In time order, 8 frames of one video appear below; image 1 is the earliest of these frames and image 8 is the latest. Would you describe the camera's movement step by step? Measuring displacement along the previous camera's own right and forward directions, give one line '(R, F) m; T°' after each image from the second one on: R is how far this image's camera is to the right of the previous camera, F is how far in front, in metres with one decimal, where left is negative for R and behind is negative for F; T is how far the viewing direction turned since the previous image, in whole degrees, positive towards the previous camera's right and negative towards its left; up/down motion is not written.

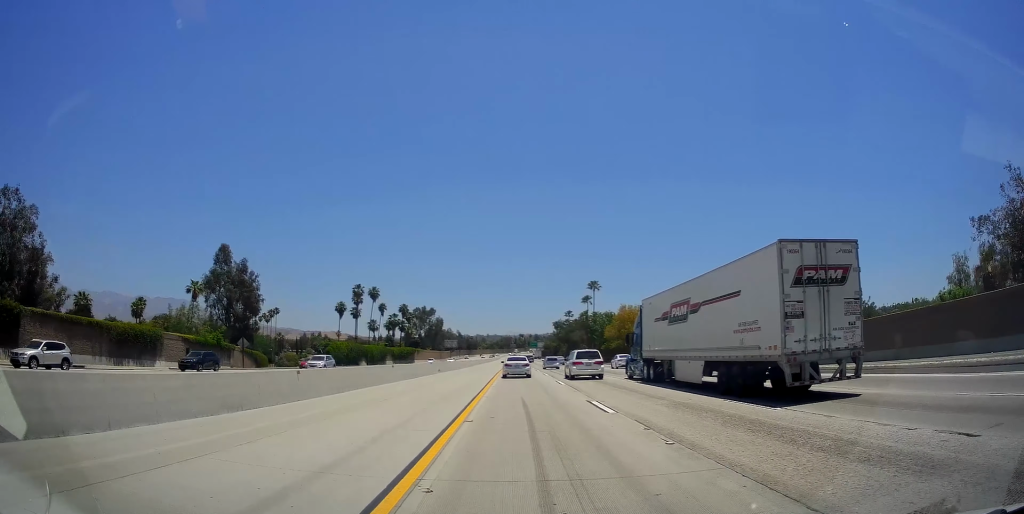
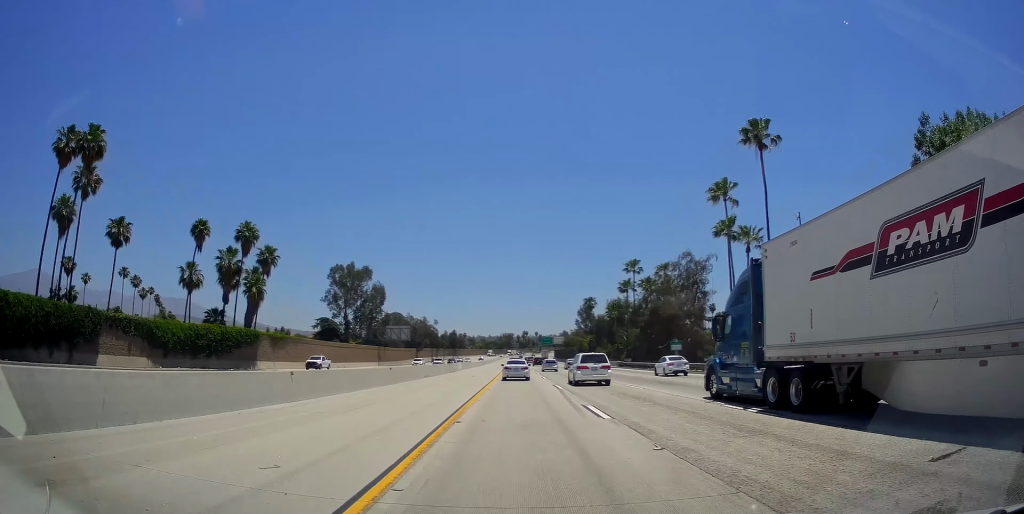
(0.0, +115.7) m; 0°
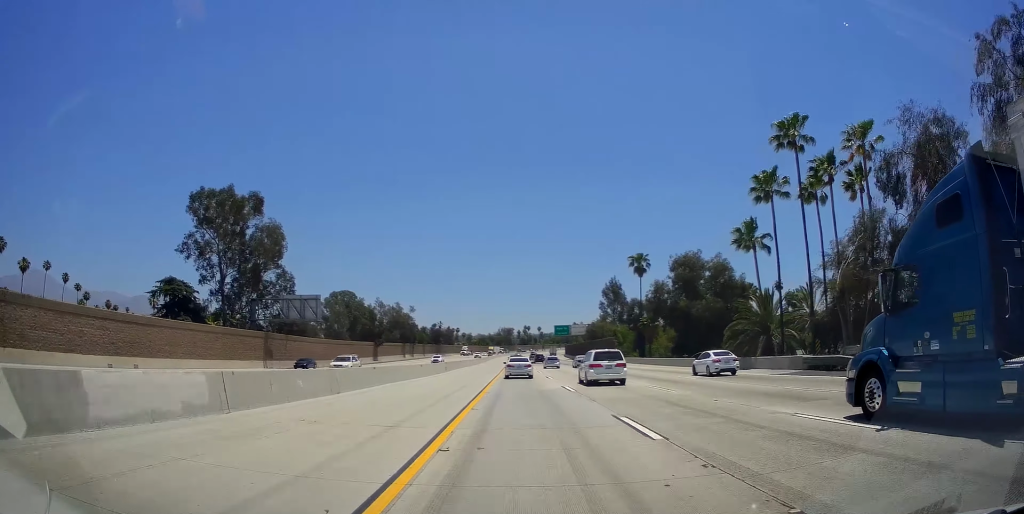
(+0.1, +64.4) m; 0°
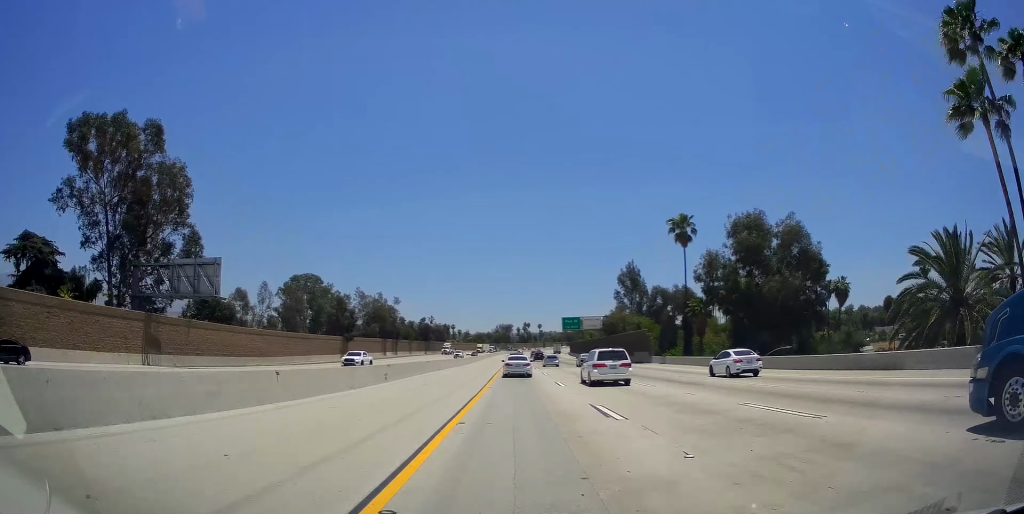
(-0.2, +25.4) m; 0°
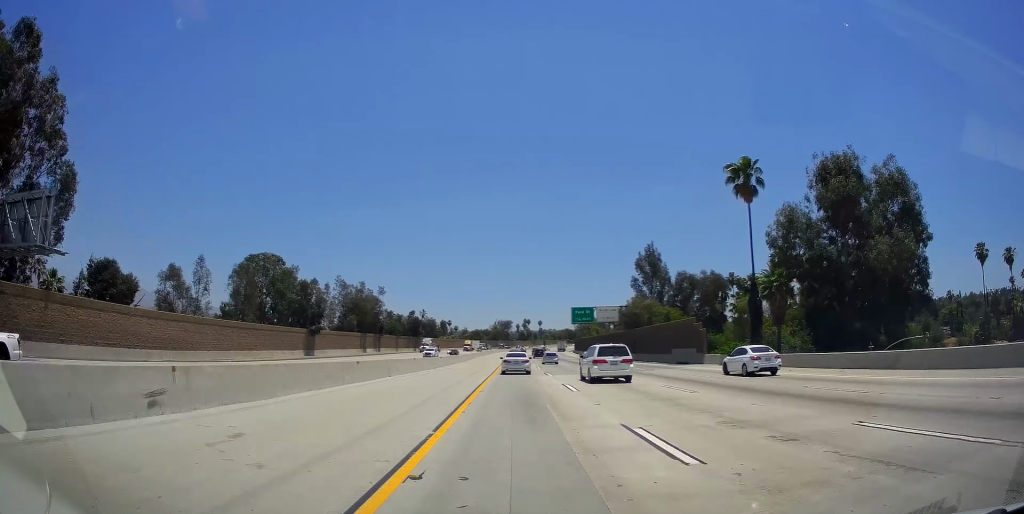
(0.0, +19.9) m; 0°
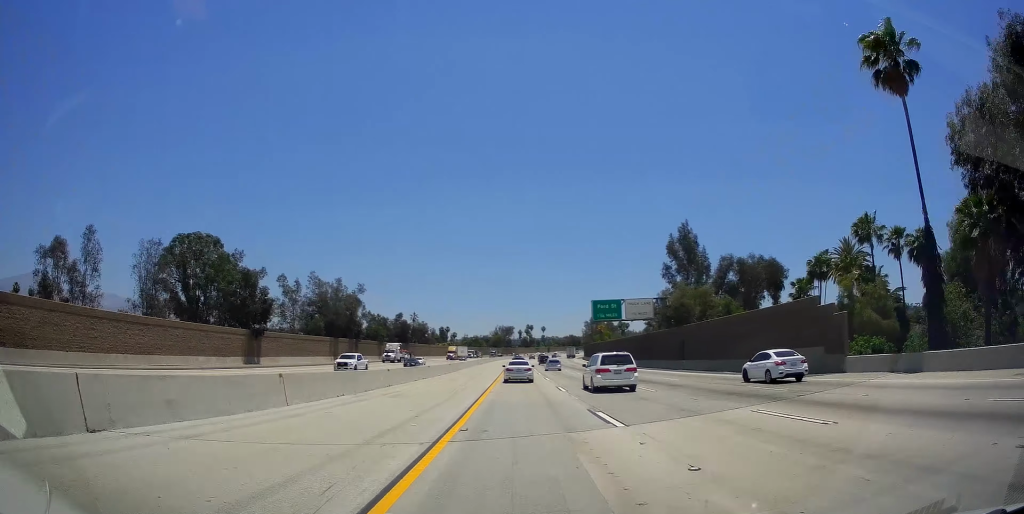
(0.0, +22.5) m; 0°
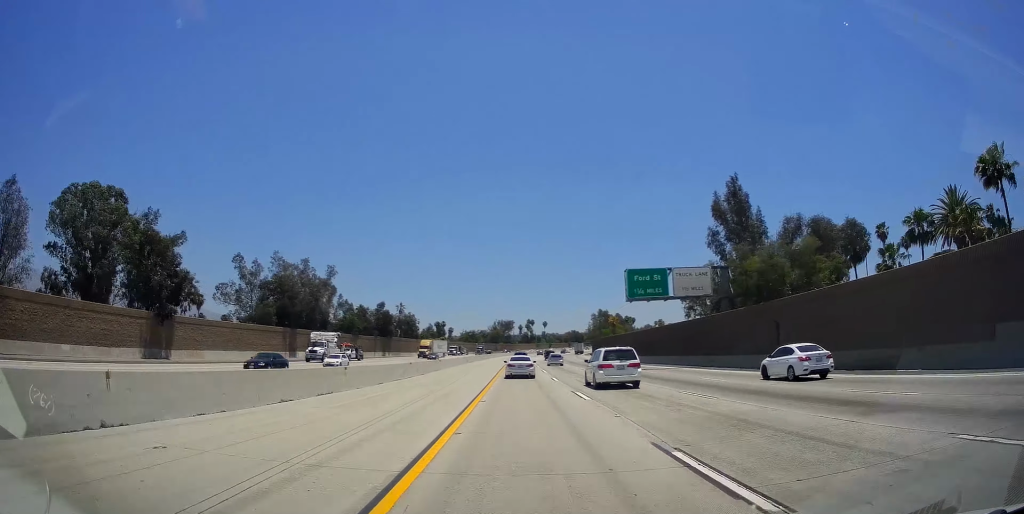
(-0.1, +22.8) m; 0°
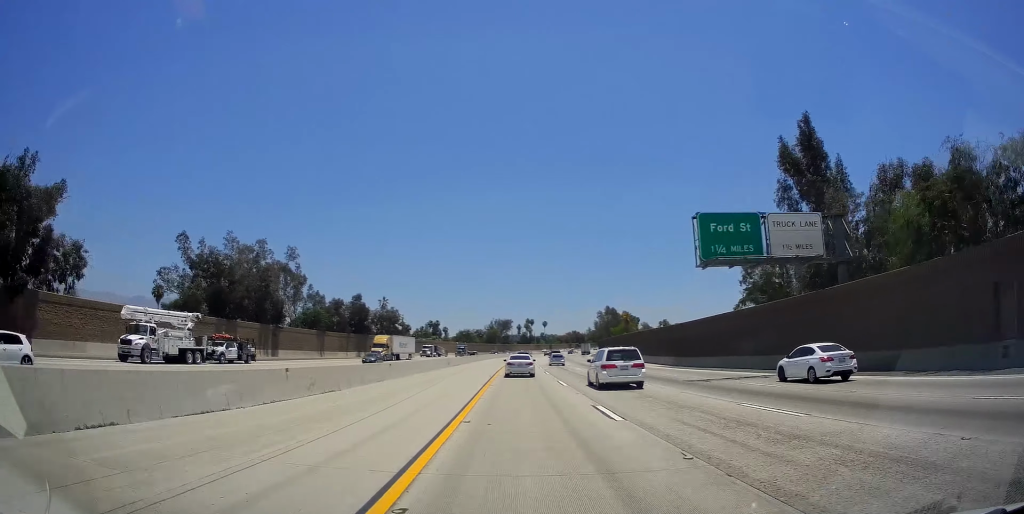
(0.0, +21.0) m; 0°
